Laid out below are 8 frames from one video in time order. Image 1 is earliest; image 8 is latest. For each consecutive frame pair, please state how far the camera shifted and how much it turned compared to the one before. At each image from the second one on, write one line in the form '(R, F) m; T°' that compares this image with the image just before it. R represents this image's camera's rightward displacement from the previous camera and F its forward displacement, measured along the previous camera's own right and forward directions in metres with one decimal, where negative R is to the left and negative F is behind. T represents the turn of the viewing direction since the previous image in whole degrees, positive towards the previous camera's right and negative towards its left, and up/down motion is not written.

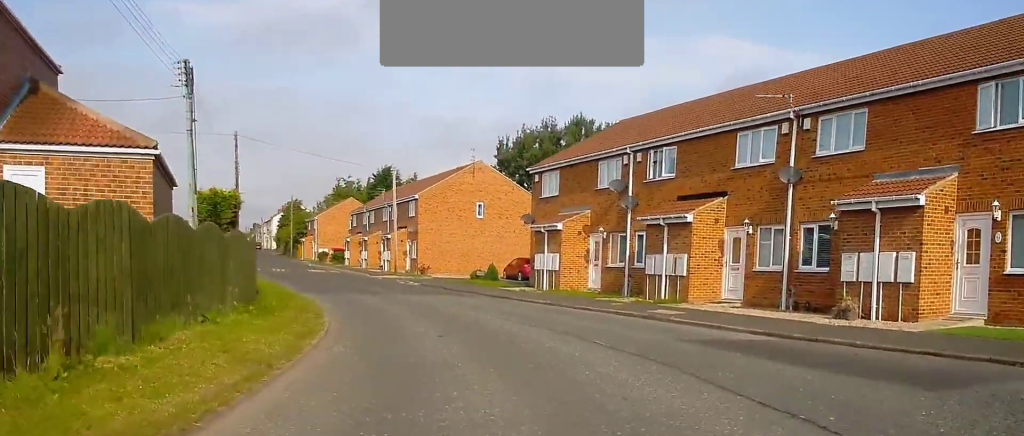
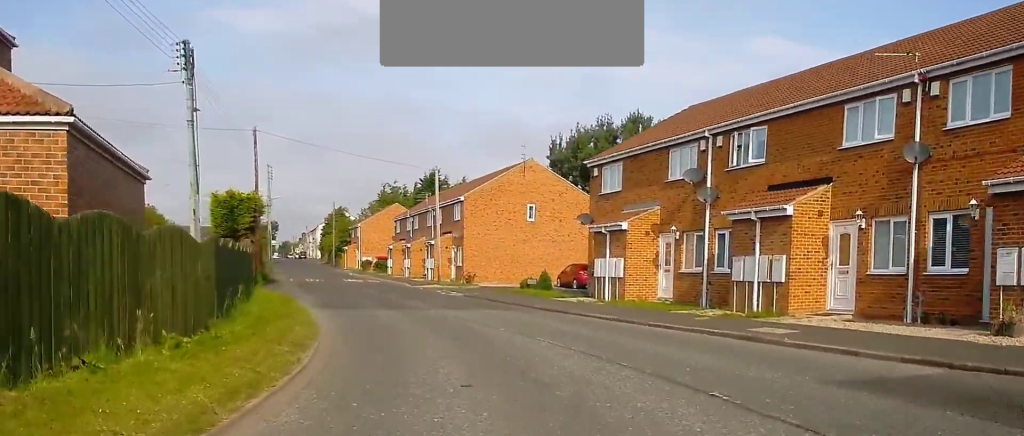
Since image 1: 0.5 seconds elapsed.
(-0.2, +4.3) m; -4°
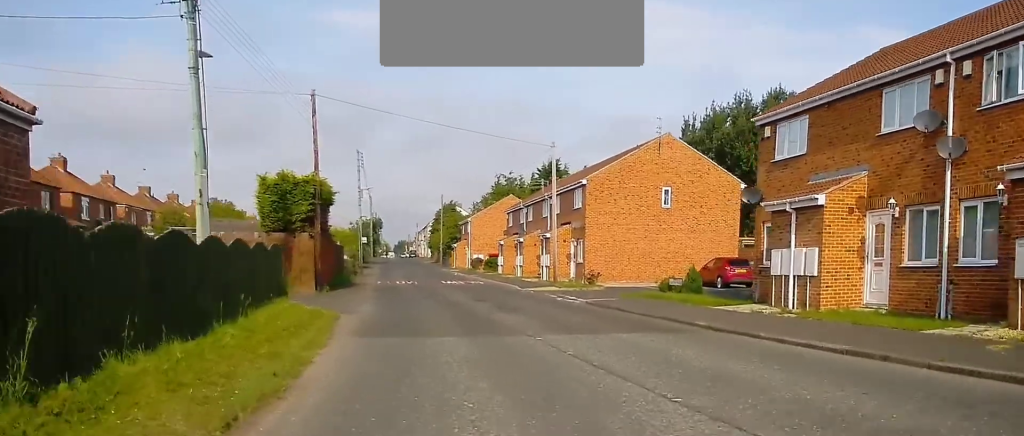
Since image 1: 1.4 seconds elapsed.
(-0.5, +7.5) m; -6°
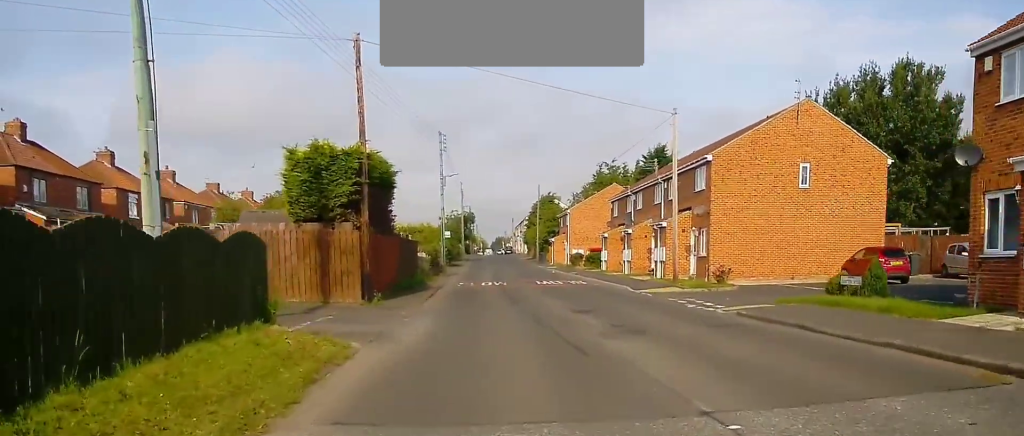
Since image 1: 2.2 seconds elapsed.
(-0.3, +6.8) m; -4°
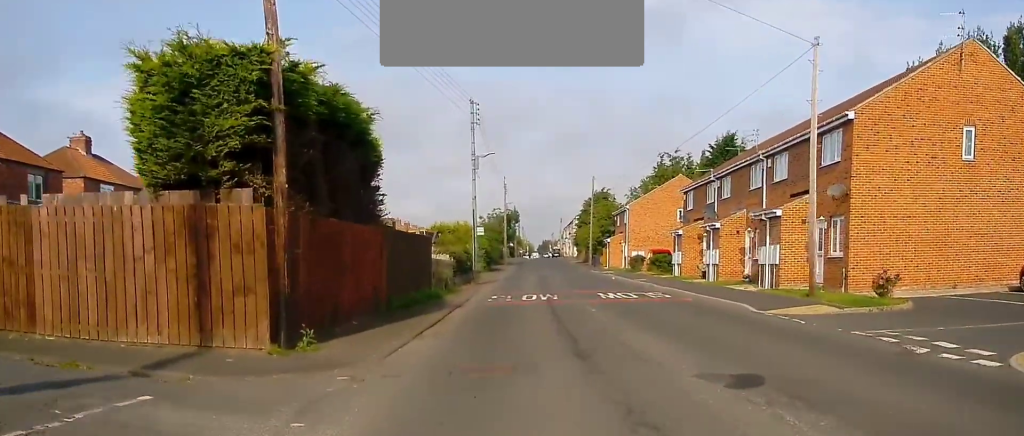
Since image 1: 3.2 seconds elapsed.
(-0.3, +10.1) m; -5°
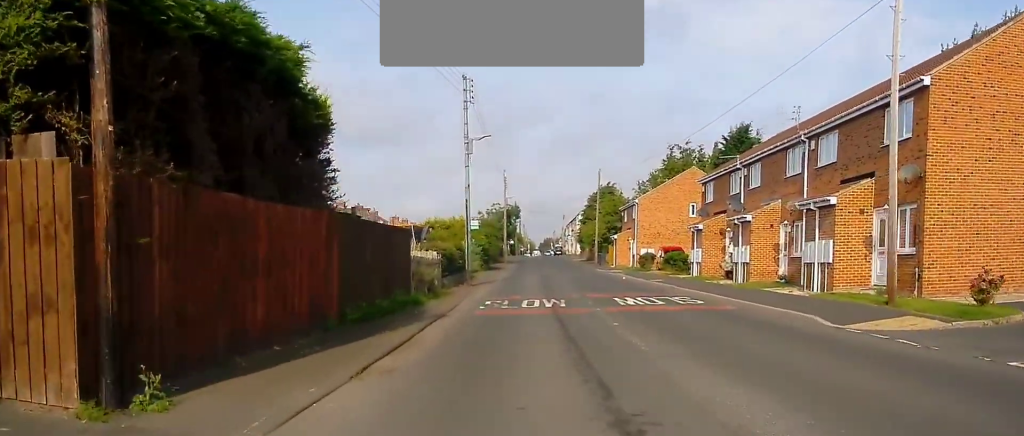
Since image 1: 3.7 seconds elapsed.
(-0.1, +4.6) m; -3°
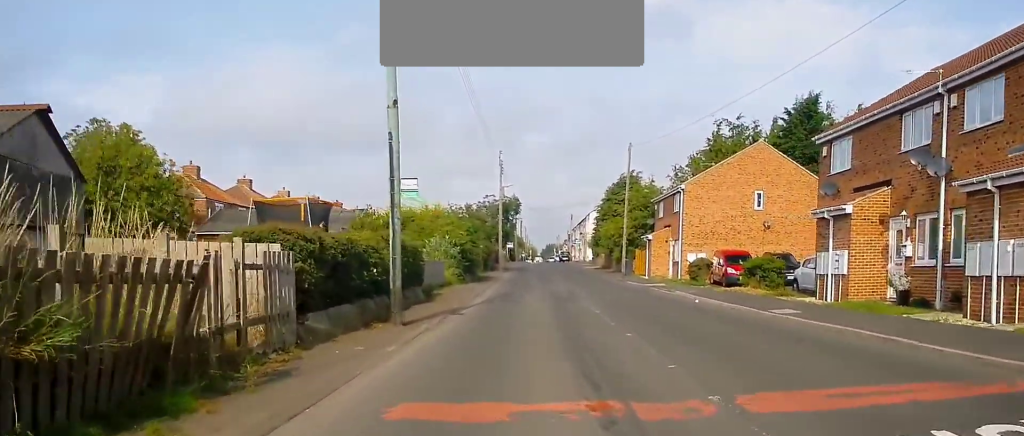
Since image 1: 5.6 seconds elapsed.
(-0.6, +17.6) m; -1°
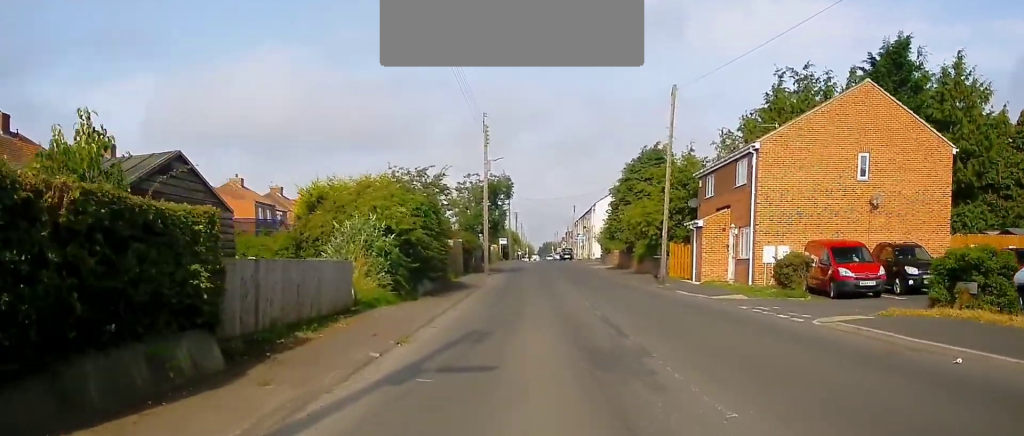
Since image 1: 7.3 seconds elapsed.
(0.0, +15.3) m; +1°
